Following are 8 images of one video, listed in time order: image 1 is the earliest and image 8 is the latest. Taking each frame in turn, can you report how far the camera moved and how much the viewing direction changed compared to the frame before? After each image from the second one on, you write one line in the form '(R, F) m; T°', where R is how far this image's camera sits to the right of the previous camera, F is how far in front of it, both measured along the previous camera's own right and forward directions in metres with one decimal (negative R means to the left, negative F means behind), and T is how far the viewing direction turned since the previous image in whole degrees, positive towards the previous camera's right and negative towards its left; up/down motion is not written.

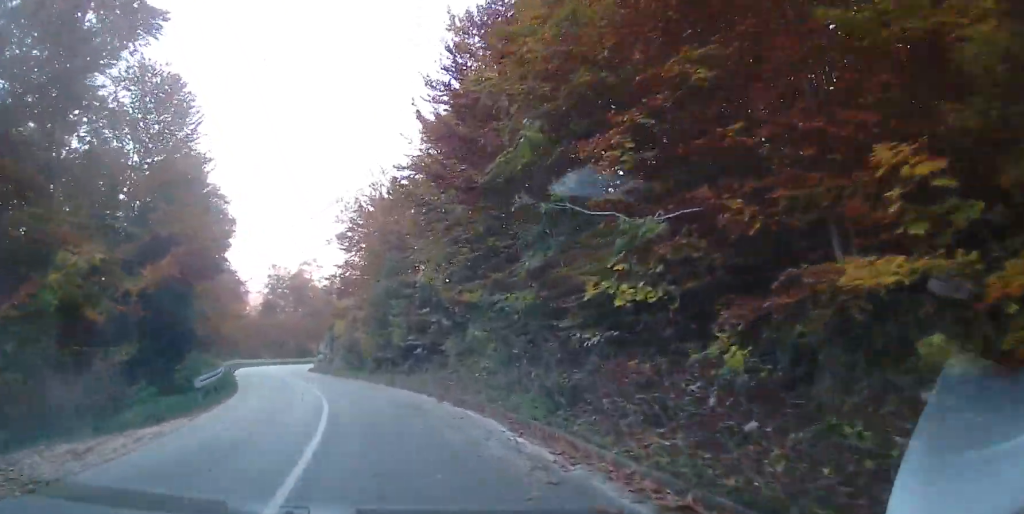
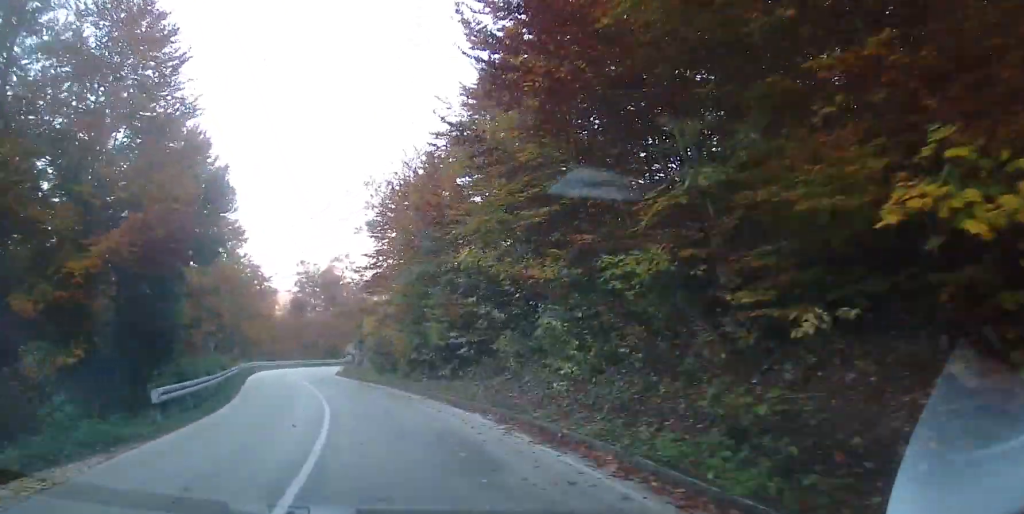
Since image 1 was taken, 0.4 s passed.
(-0.2, +6.2) m; -1°
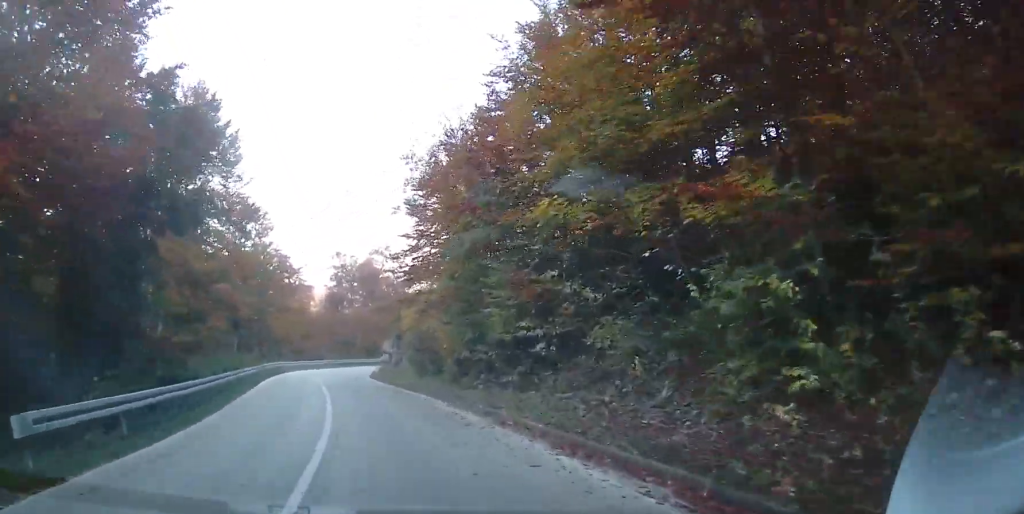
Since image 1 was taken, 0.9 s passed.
(-0.1, +7.0) m; -2°
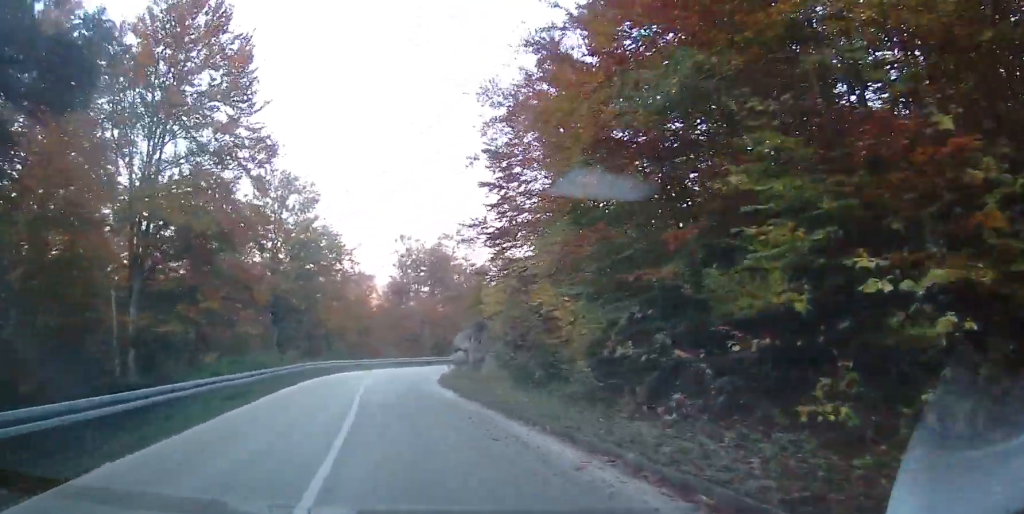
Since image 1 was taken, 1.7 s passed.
(+0.1, +10.8) m; -6°
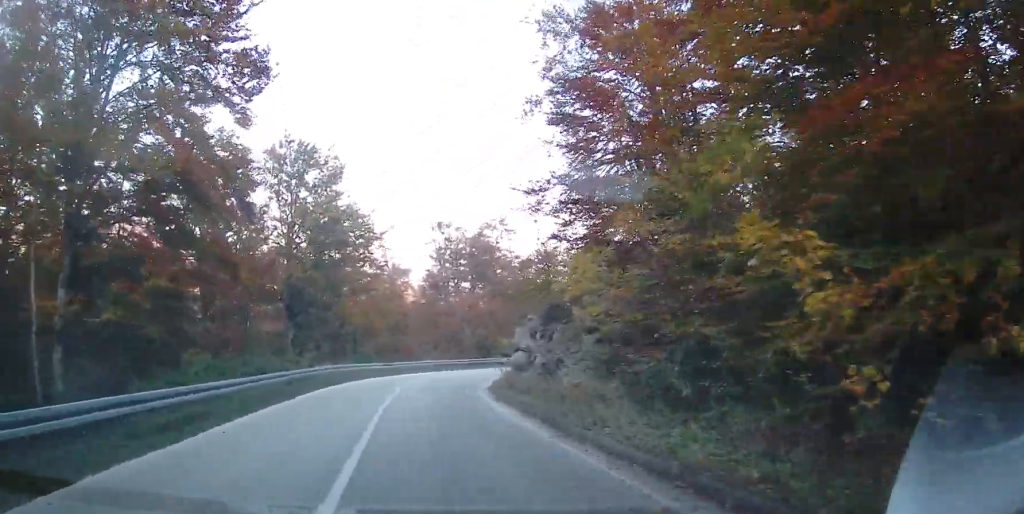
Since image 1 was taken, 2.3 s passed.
(-0.9, +7.3) m; -4°
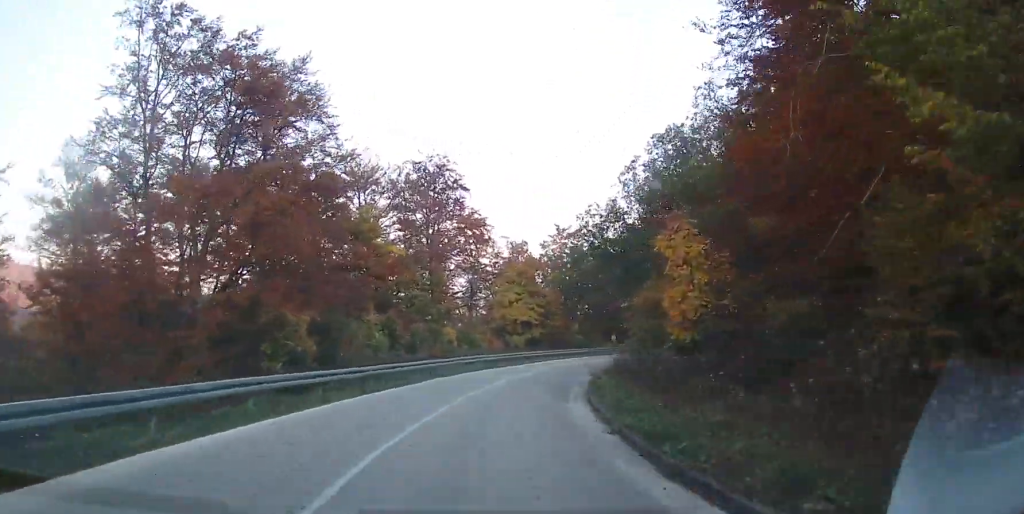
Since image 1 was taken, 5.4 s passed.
(+5.5, +39.4) m; +22°
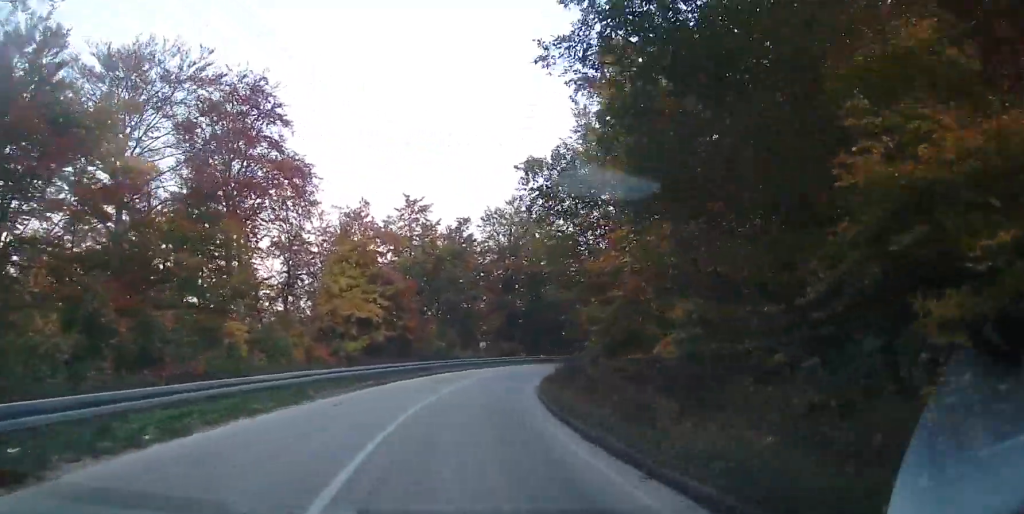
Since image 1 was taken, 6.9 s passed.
(+1.4, +19.7) m; +11°
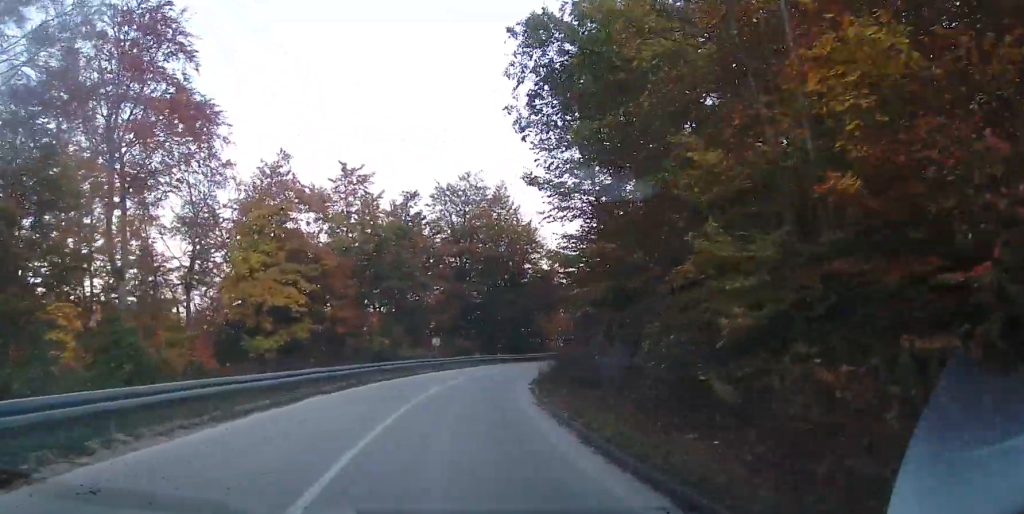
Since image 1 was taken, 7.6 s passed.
(+0.7, +10.0) m; +6°
